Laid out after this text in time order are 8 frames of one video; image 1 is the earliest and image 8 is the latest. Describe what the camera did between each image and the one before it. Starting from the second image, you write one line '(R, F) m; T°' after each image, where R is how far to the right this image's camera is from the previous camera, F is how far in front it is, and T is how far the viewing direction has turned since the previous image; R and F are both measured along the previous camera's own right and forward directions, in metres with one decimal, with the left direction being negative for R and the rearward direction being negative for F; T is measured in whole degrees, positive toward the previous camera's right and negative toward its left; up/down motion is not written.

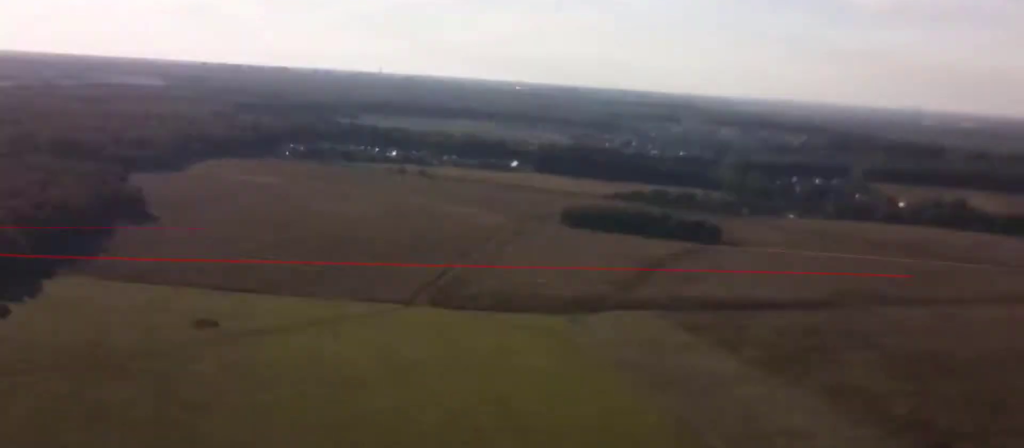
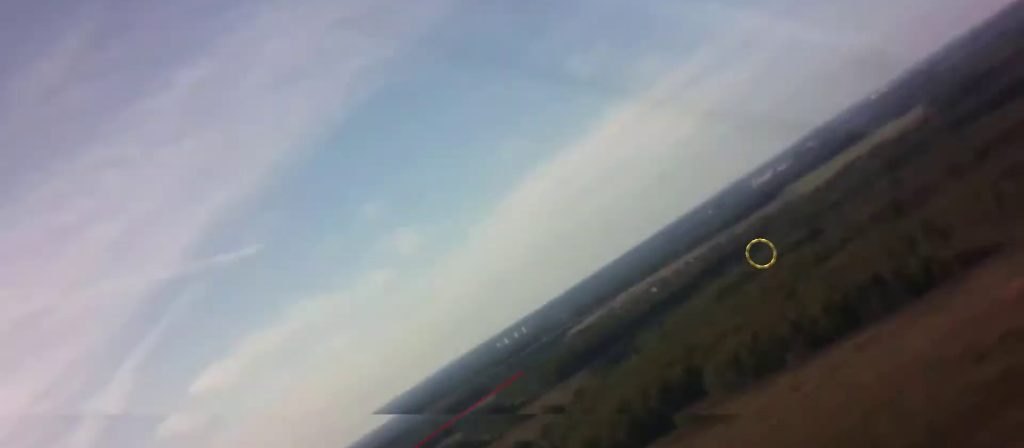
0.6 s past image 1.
(+2.1, +13.3) m; +11°
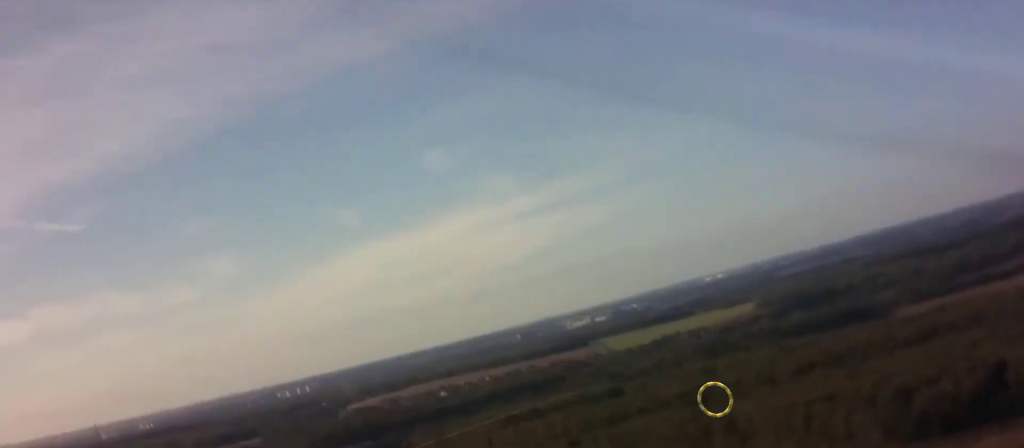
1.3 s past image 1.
(+1.6, +14.6) m; +9°
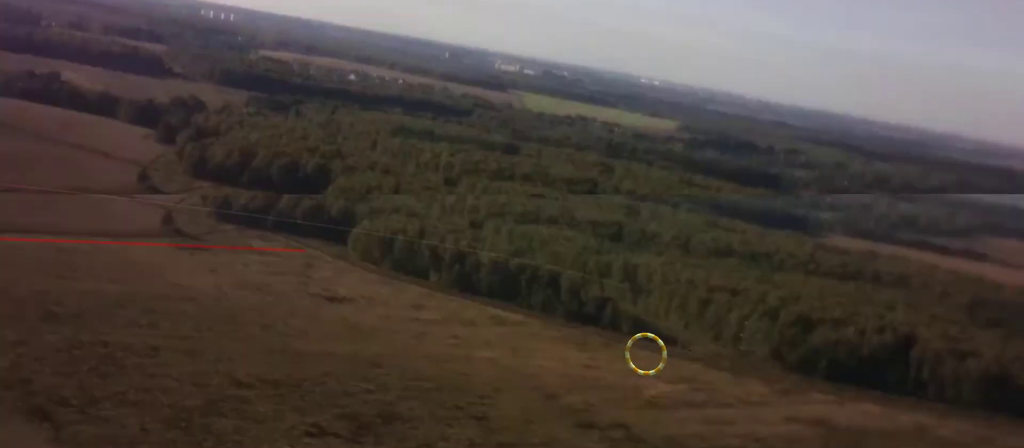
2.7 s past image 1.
(+1.9, +28.2) m; +2°
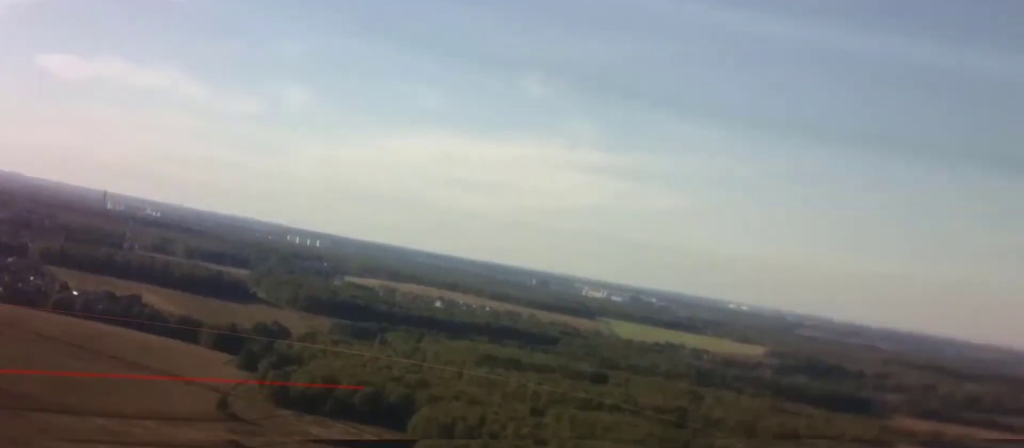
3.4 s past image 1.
(-0.3, +13.5) m; -2°
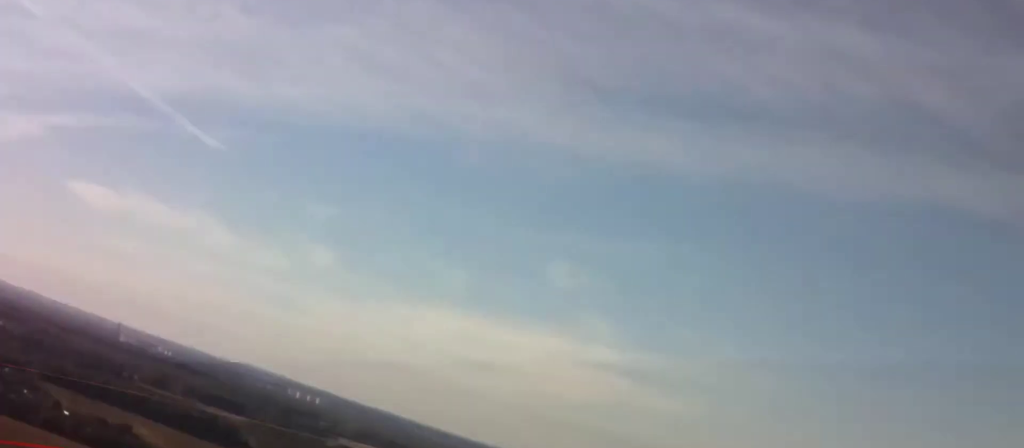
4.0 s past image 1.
(-0.2, +11.3) m; -2°
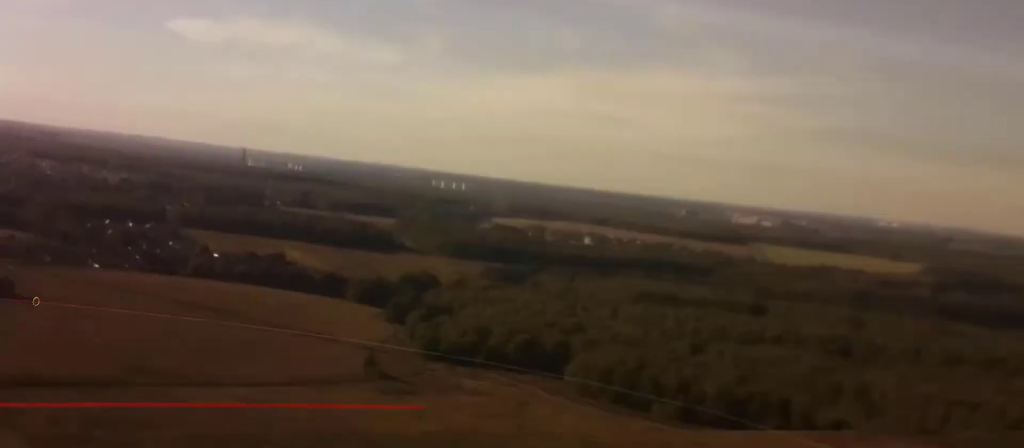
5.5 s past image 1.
(-0.9, +25.5) m; -1°
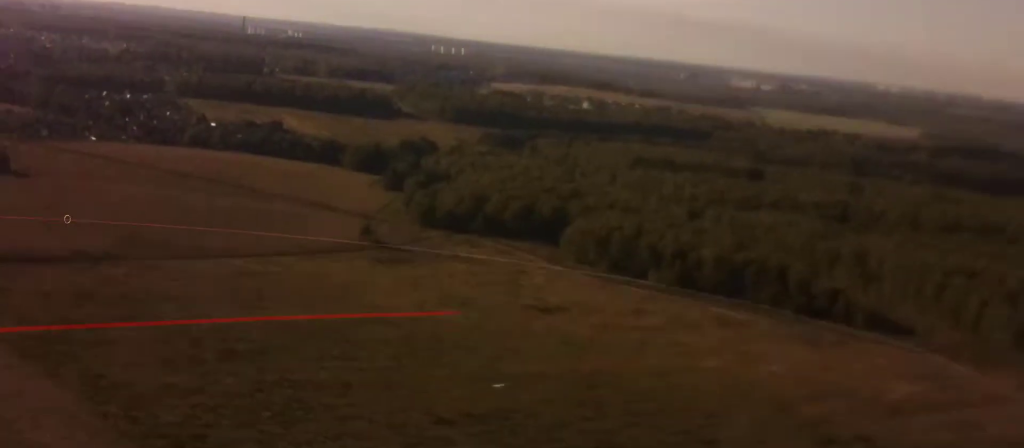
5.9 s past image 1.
(-0.3, +7.5) m; +2°
